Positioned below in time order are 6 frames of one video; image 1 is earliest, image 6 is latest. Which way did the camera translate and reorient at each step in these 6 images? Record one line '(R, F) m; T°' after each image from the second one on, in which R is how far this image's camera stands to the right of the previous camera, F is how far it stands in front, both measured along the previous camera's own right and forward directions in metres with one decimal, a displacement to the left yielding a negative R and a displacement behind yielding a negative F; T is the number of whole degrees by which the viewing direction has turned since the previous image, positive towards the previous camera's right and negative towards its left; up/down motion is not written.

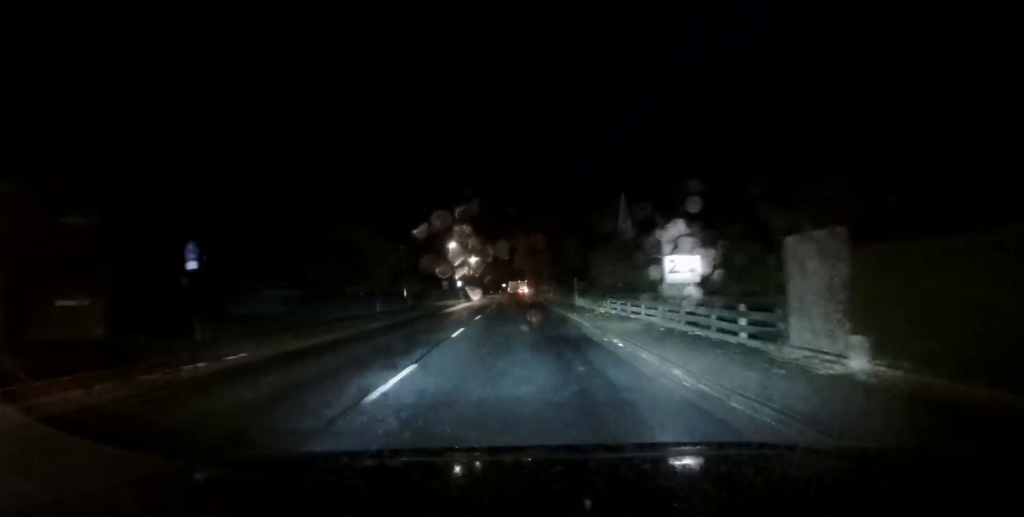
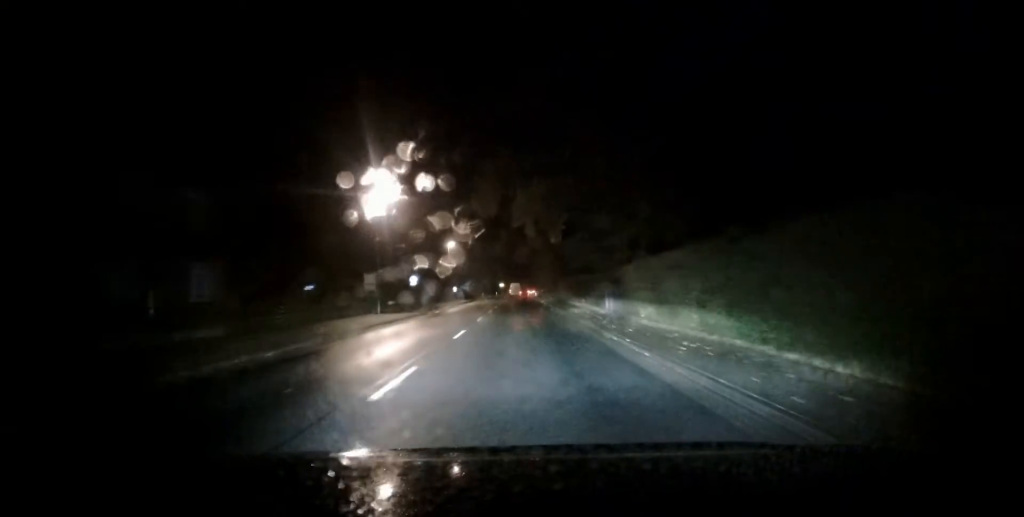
(-1.4, +45.1) m; -2°
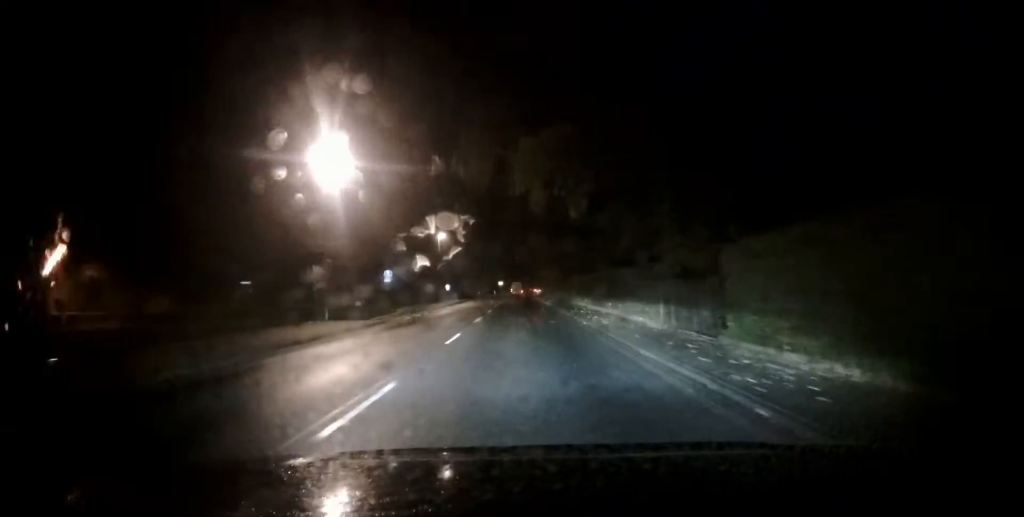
(0.0, +11.0) m; 0°
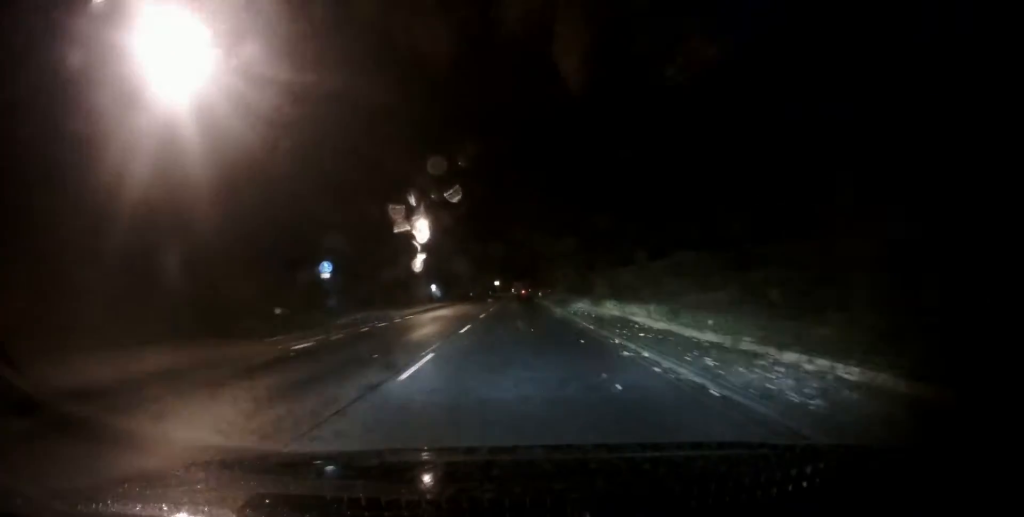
(0.0, +14.5) m; 0°
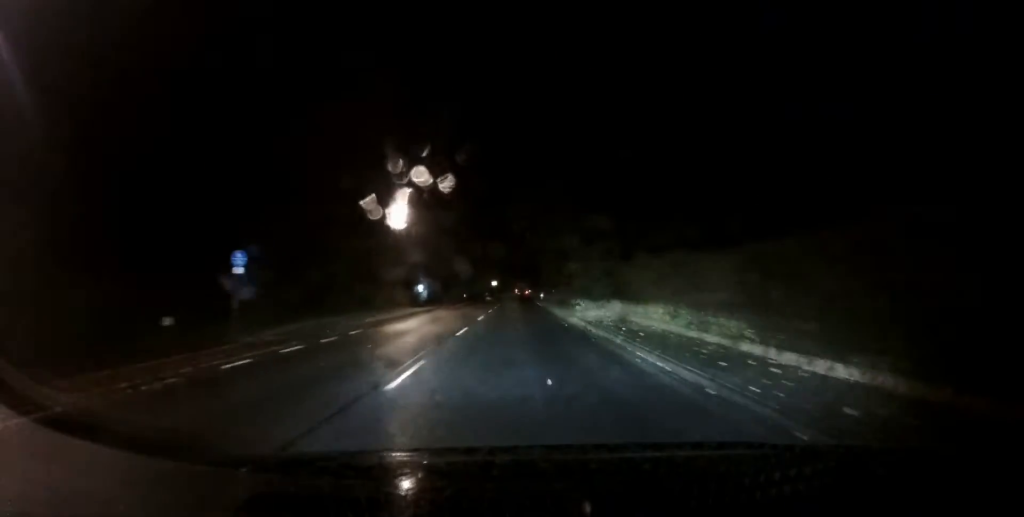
(0.0, +9.8) m; 0°
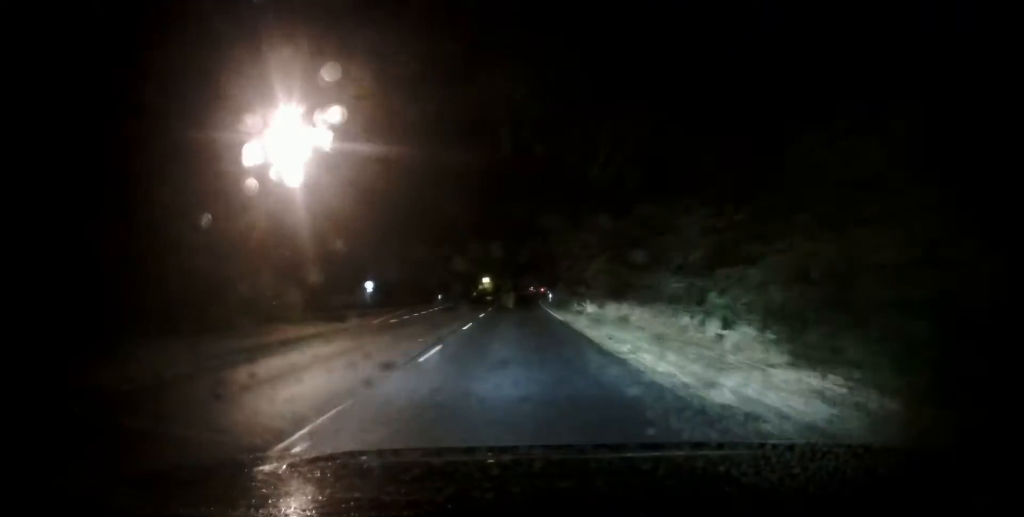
(+0.2, +23.8) m; 0°
